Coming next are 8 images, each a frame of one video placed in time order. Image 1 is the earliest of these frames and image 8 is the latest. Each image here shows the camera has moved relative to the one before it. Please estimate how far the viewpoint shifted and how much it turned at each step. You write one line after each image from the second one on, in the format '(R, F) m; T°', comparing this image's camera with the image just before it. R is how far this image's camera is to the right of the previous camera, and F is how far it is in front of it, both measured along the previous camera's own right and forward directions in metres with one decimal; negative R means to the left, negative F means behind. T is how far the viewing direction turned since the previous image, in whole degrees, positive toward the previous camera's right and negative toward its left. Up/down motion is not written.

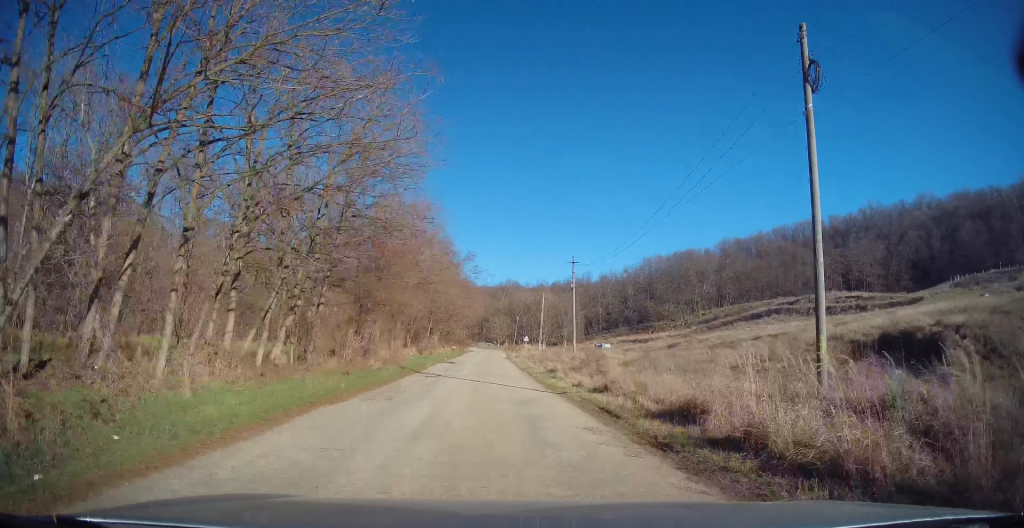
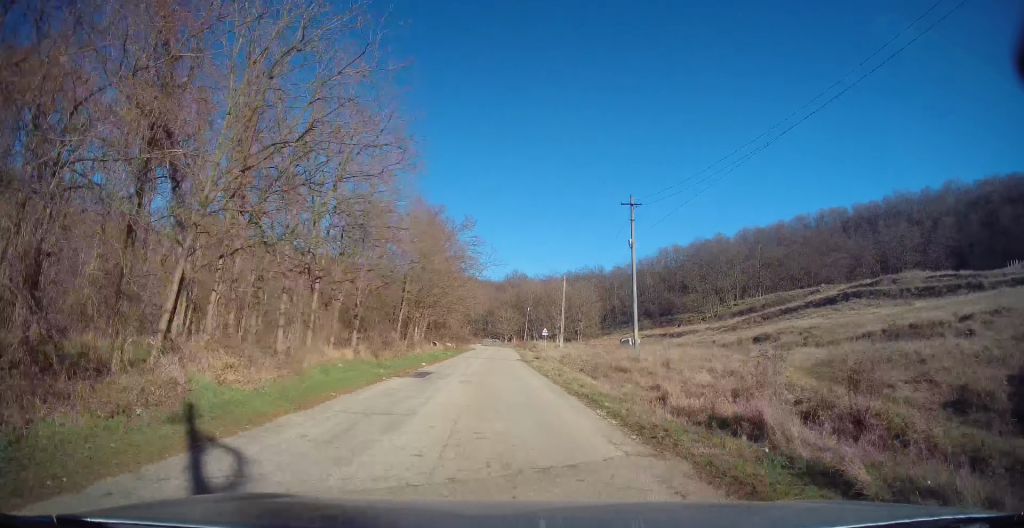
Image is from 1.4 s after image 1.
(+0.1, +18.3) m; 0°
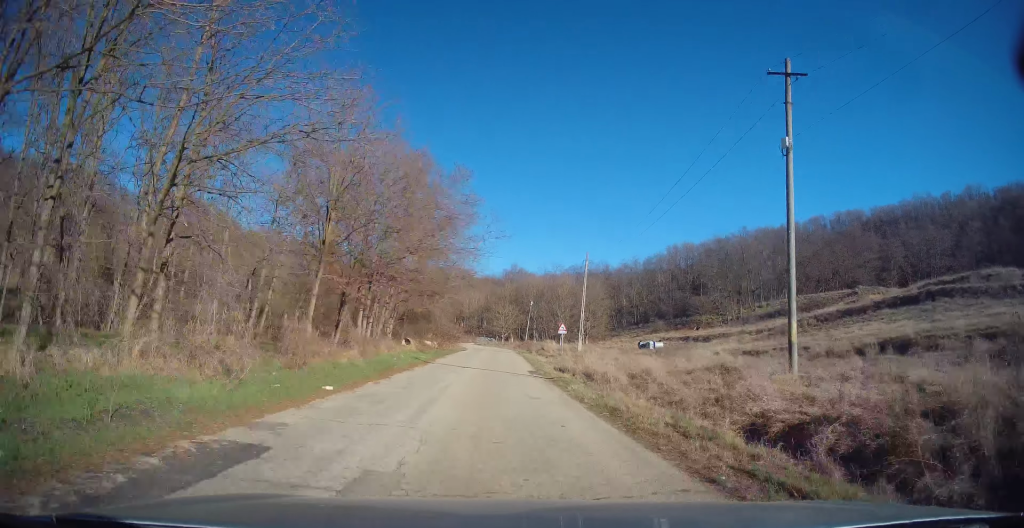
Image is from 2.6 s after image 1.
(-0.1, +15.3) m; -1°
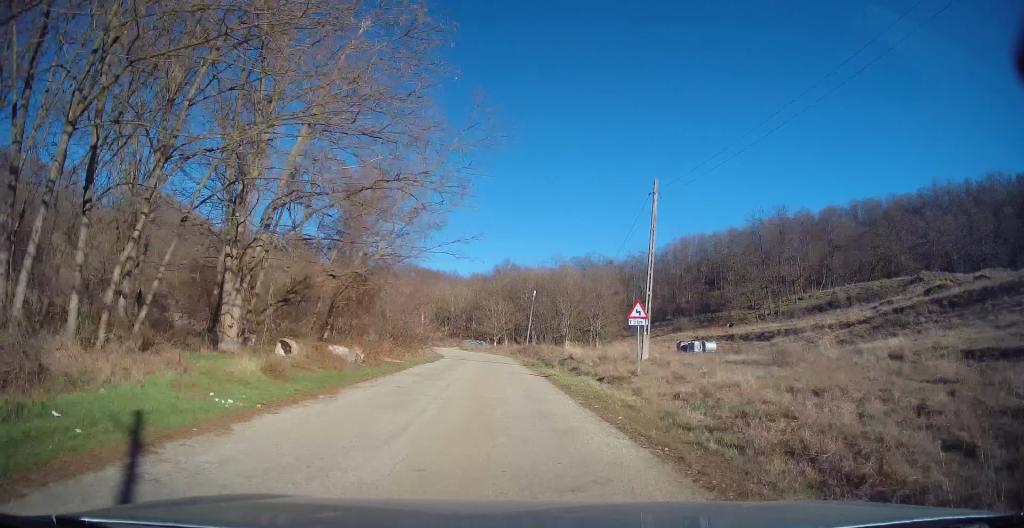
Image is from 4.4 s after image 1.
(+0.4, +22.0) m; +1°
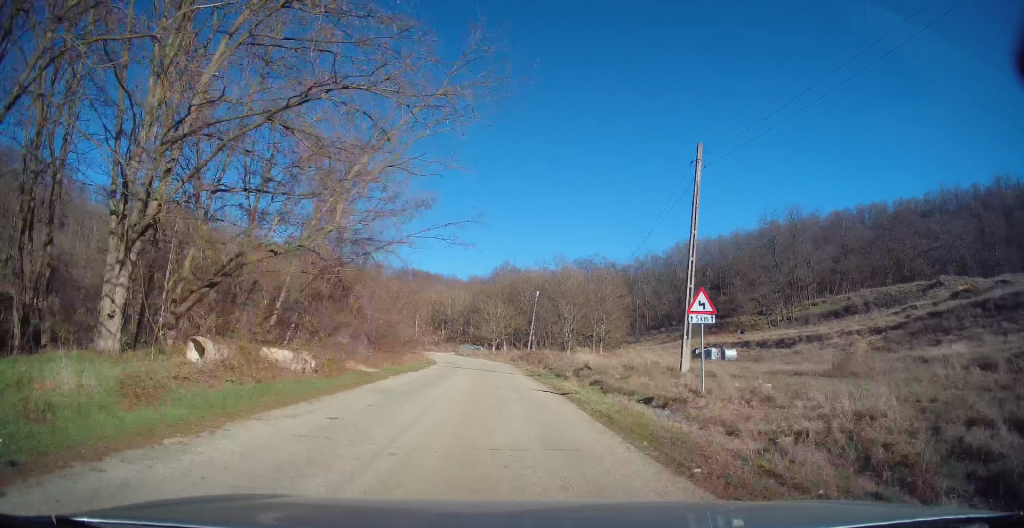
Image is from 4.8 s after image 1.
(+0.1, +5.5) m; 0°
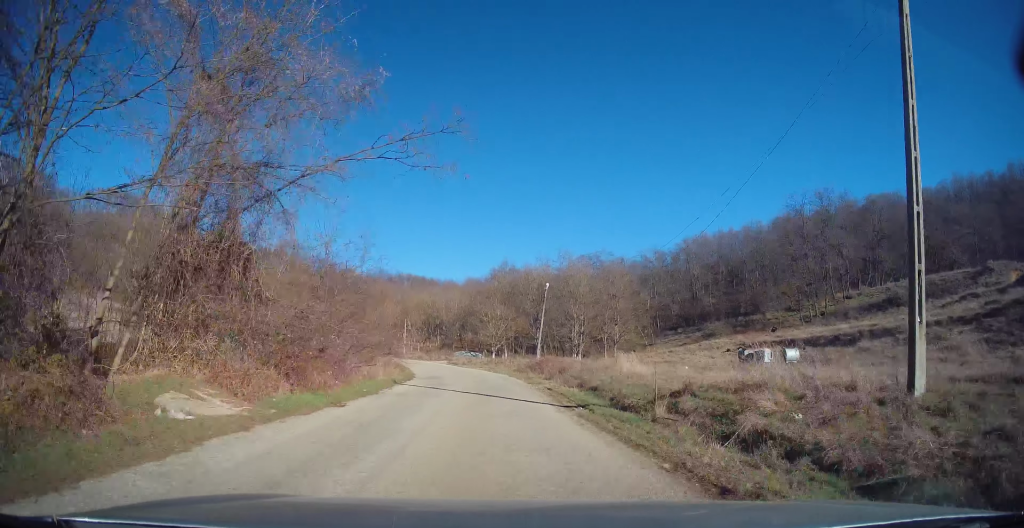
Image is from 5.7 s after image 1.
(-0.6, +11.7) m; 0°
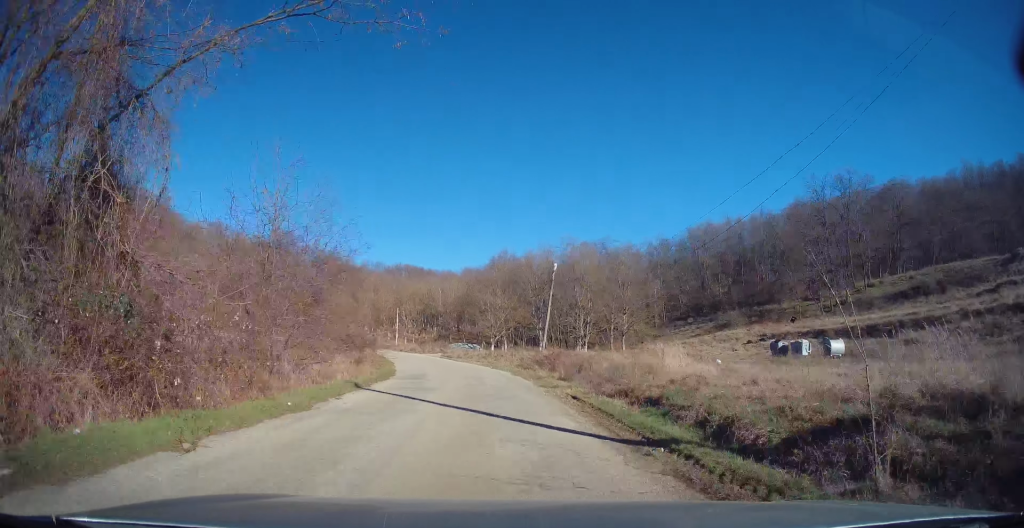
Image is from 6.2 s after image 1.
(+0.3, +6.3) m; 0°
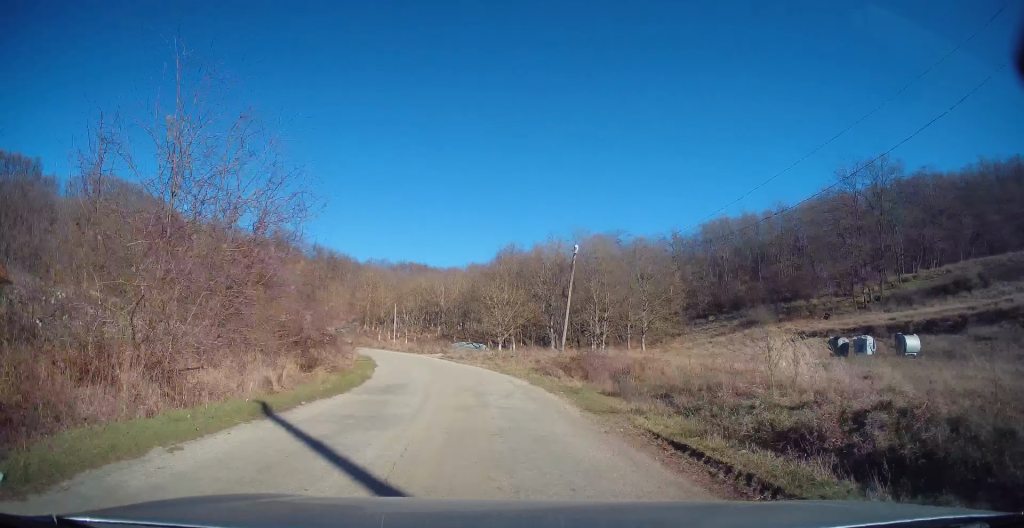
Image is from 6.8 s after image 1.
(+0.2, +7.1) m; 0°
